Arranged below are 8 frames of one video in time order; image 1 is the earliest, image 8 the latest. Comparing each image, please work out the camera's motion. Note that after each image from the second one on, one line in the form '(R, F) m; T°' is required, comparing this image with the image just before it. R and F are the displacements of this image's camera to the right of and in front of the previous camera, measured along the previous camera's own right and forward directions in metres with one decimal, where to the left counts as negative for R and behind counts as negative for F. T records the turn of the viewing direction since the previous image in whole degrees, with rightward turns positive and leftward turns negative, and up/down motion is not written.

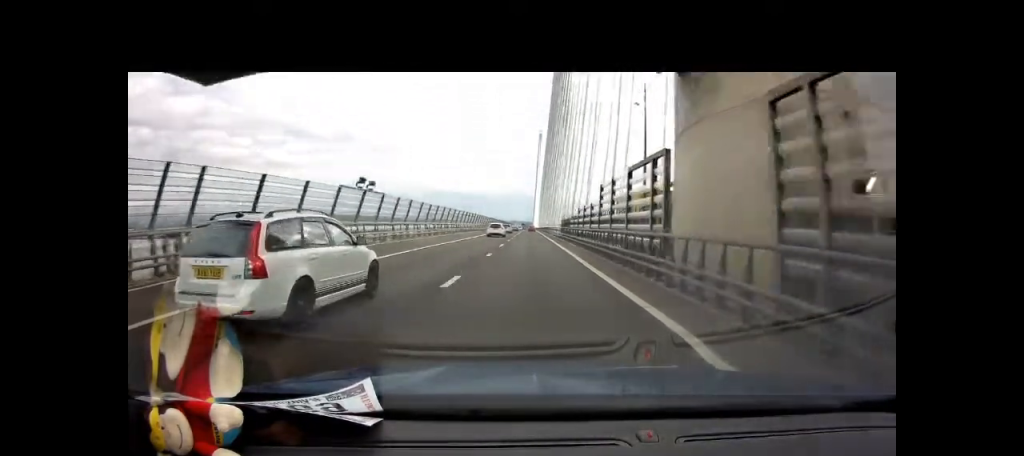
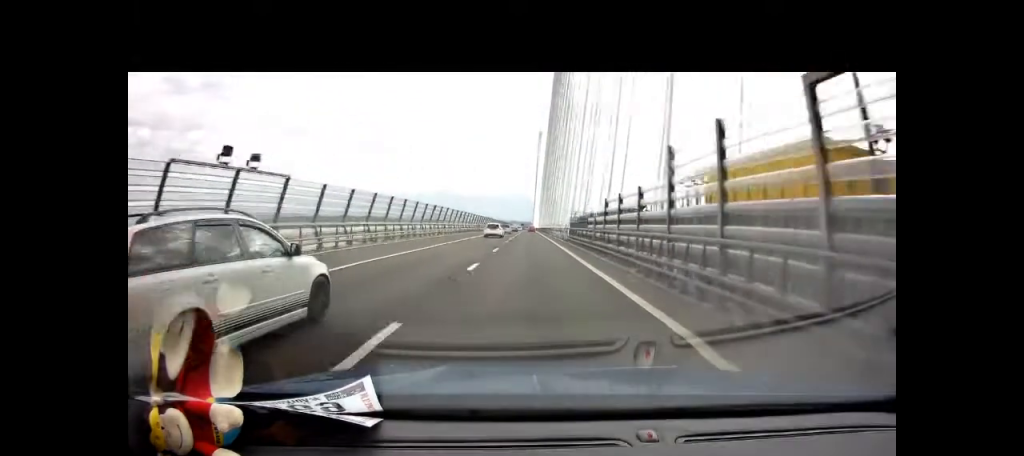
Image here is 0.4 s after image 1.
(0.0, +15.0) m; 0°
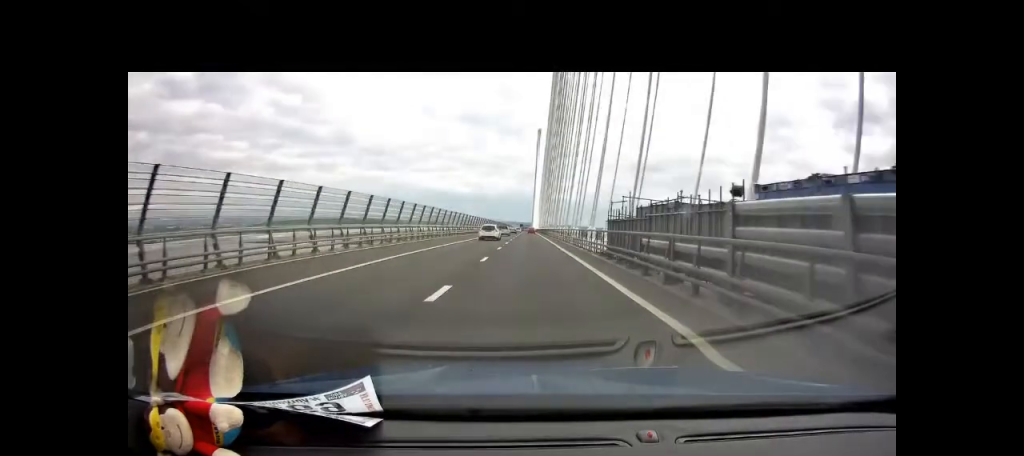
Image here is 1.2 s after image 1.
(0.0, +25.4) m; 0°
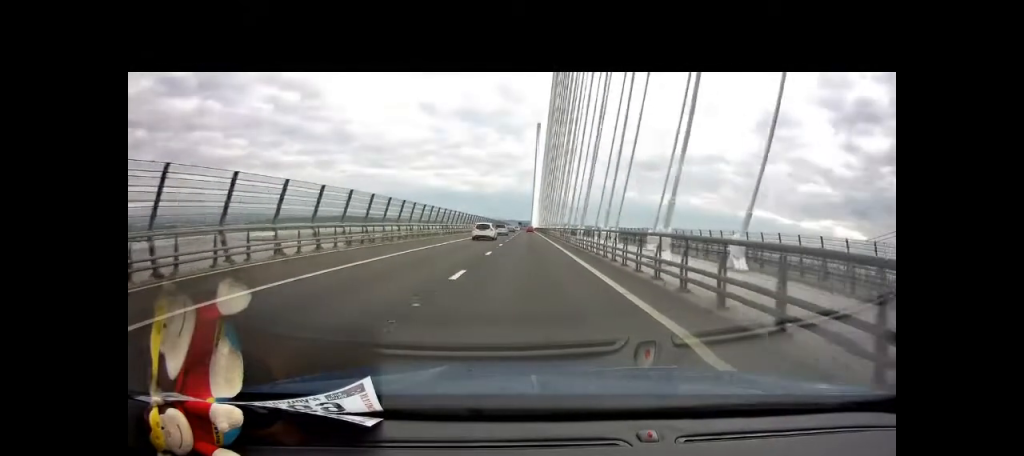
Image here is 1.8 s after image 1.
(0.0, +23.1) m; 0°
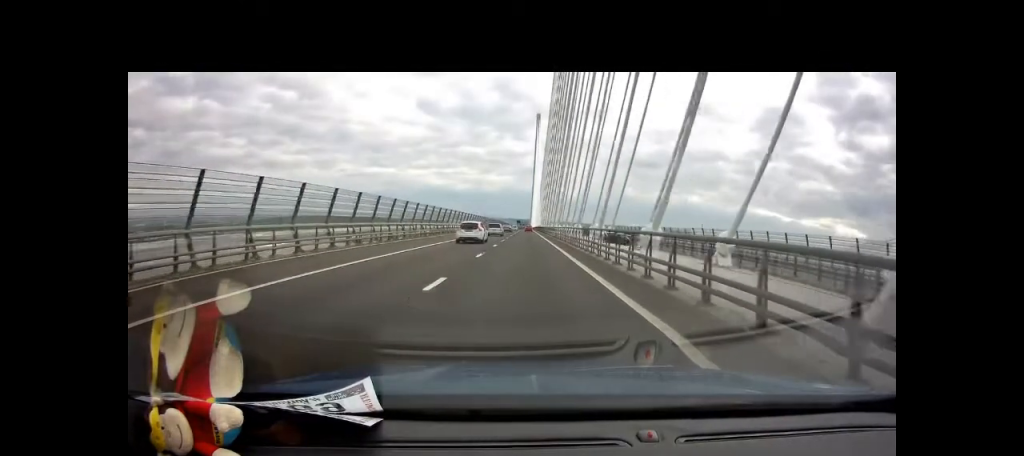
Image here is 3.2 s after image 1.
(+0.1, +45.7) m; 0°
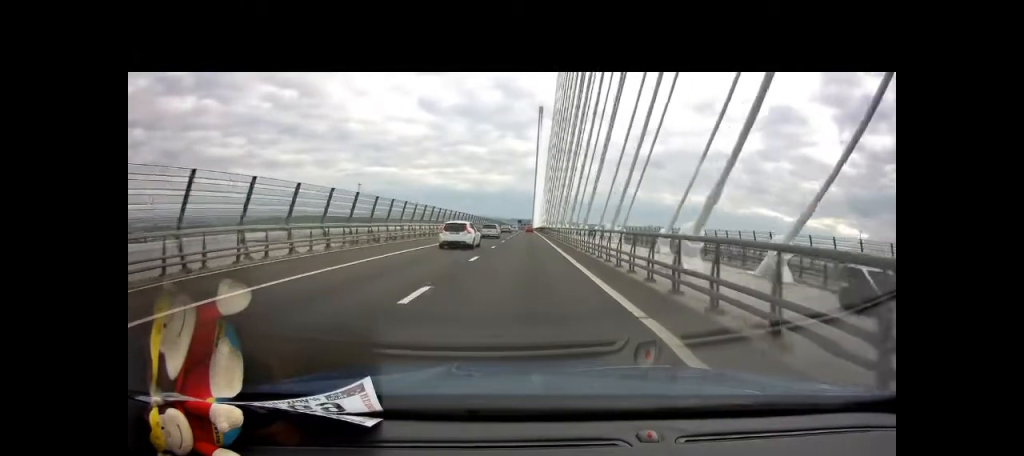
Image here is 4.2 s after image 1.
(+0.1, +35.9) m; 0°
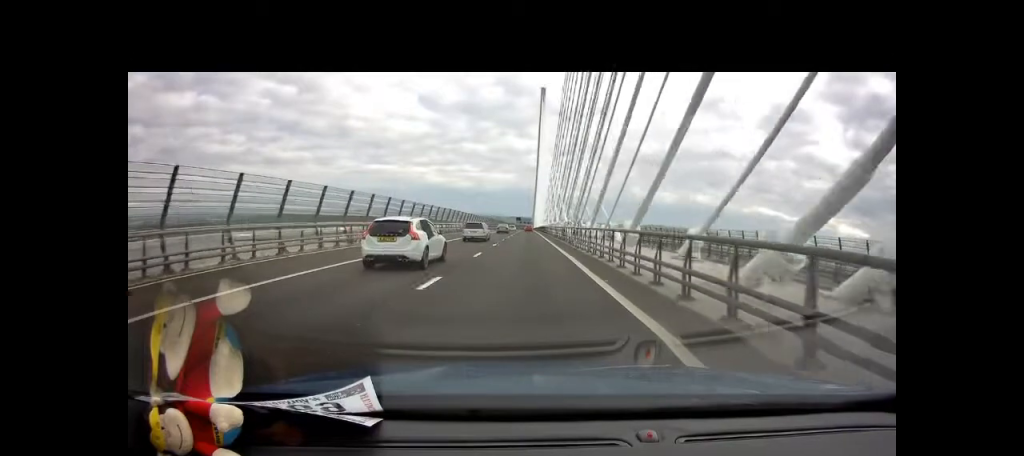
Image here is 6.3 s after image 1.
(+0.1, +67.4) m; 0°
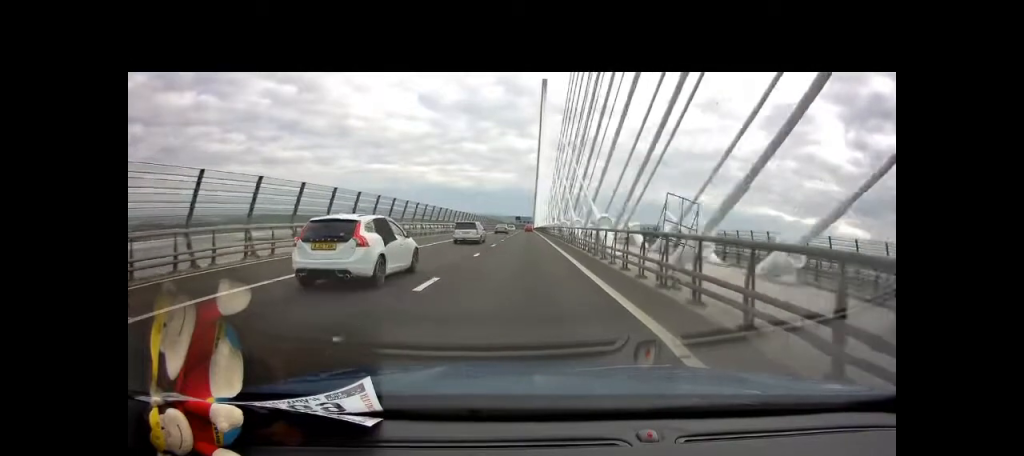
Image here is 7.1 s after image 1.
(-0.1, +26.6) m; 0°
